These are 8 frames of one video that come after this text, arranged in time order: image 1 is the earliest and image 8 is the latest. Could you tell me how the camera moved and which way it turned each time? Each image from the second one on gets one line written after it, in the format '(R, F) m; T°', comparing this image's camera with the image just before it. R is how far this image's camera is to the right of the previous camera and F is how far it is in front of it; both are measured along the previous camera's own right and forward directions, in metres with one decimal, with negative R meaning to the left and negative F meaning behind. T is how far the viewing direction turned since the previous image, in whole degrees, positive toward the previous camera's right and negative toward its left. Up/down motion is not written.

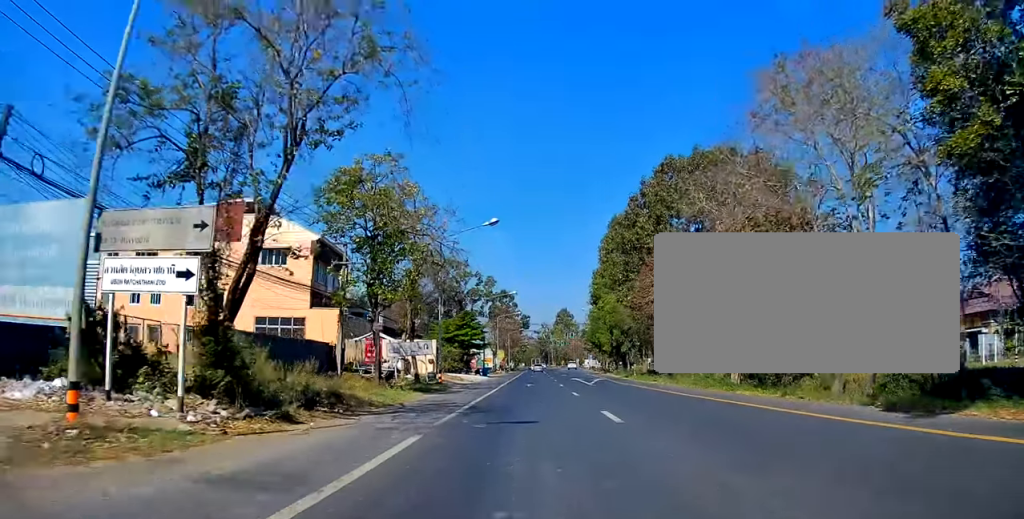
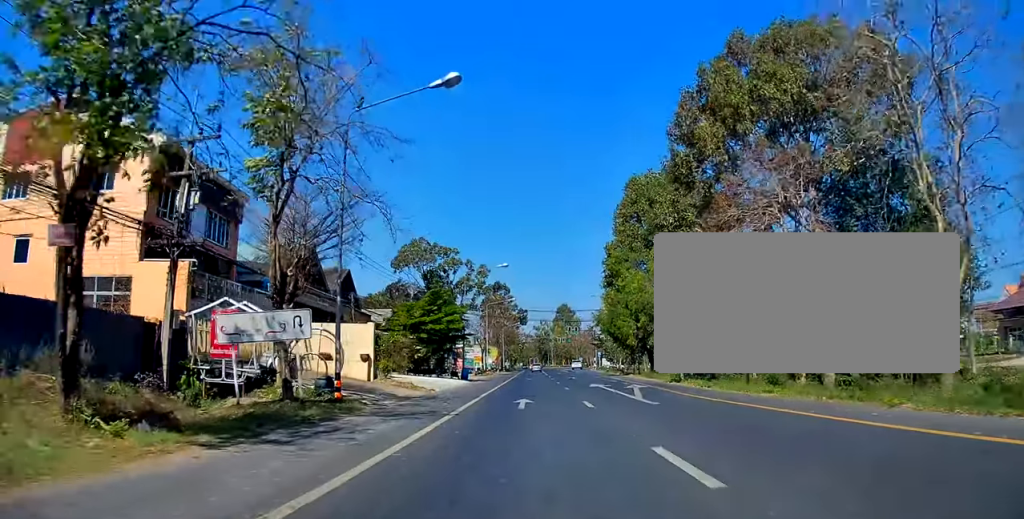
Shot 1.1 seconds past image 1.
(+0.1, +19.4) m; +2°
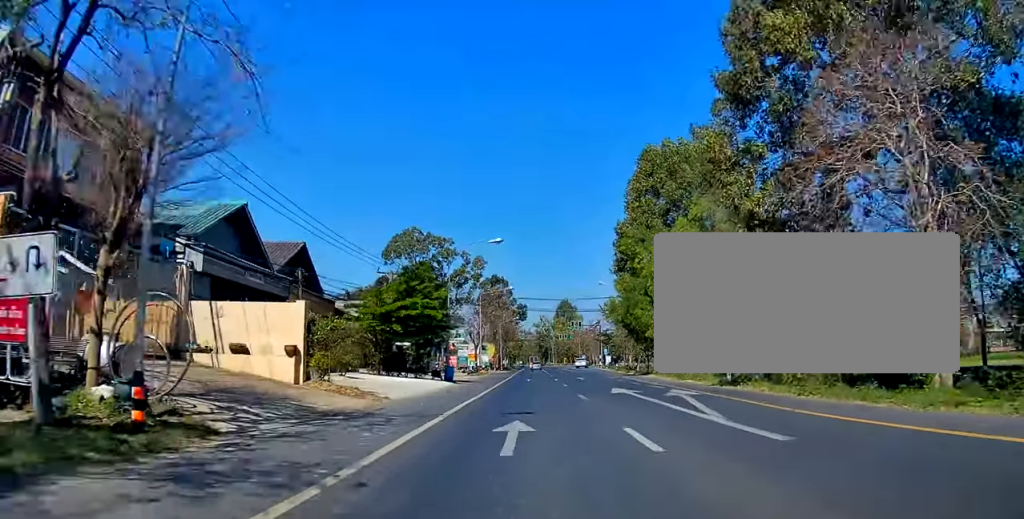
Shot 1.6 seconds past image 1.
(+0.3, +9.5) m; 0°
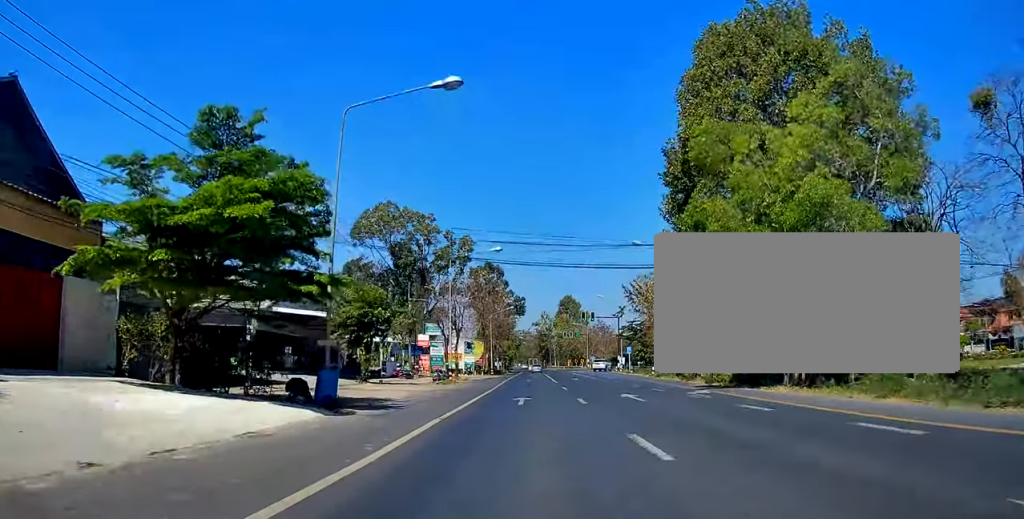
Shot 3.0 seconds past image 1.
(-0.2, +24.3) m; 0°
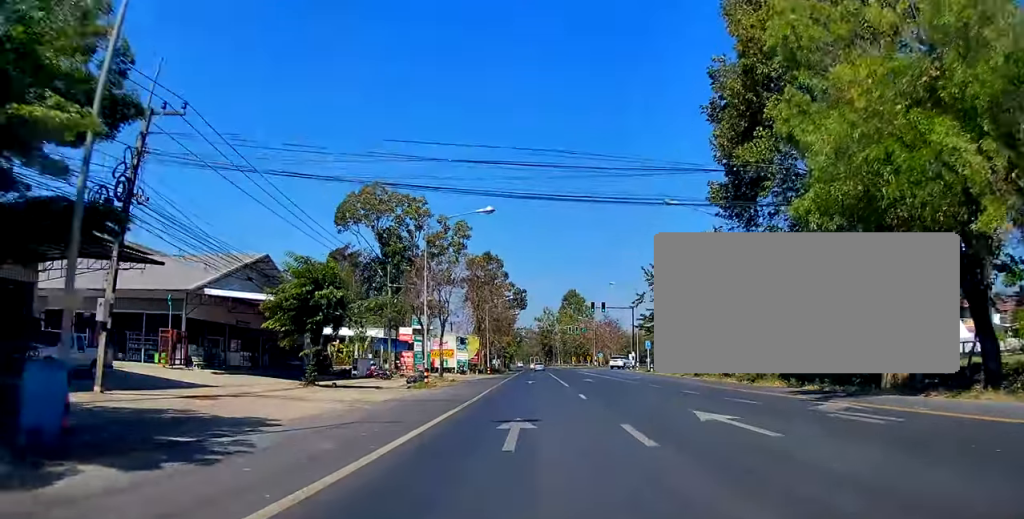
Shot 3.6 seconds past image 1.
(+0.1, +11.3) m; 0°
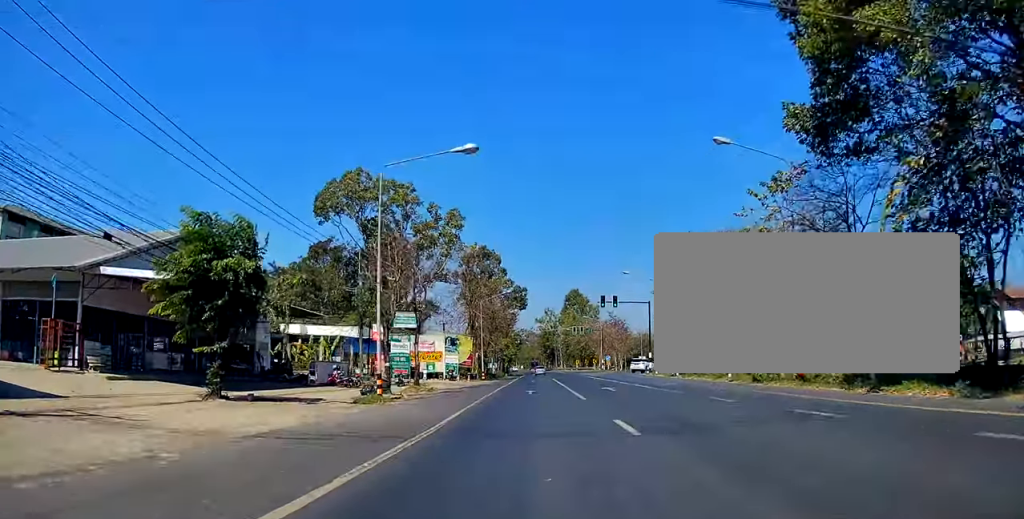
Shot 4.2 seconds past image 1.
(0.0, +10.4) m; 0°
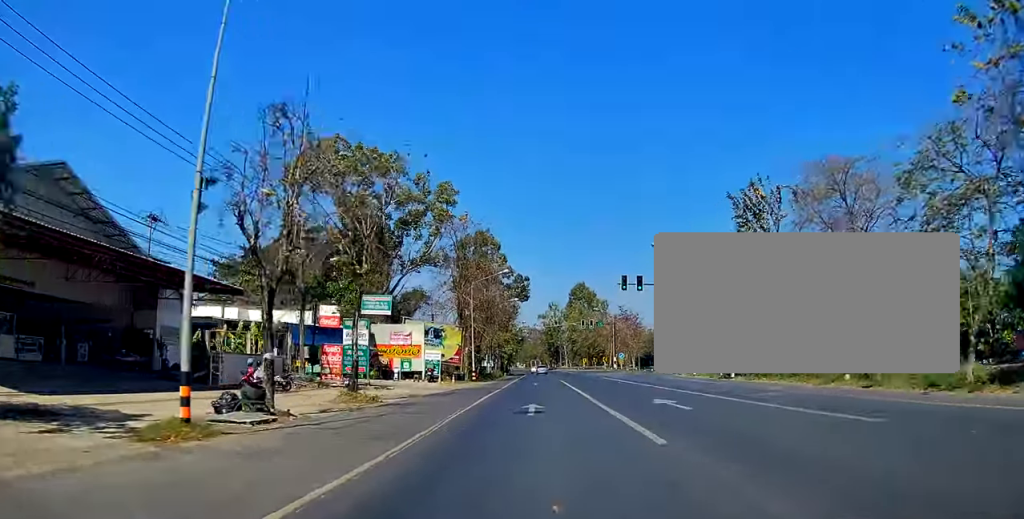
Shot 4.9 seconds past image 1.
(-0.2, +13.5) m; 0°
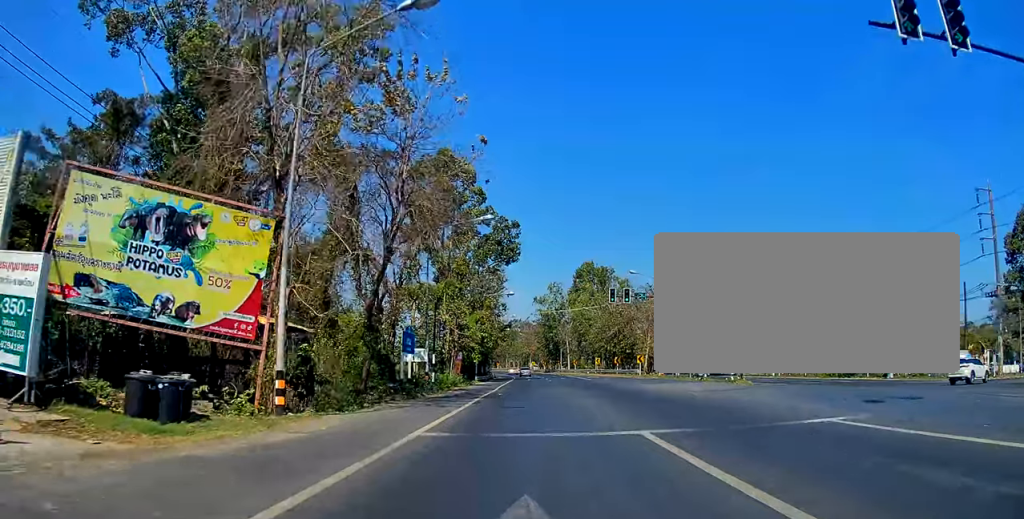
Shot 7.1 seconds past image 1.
(+0.8, +41.4) m; +3°
